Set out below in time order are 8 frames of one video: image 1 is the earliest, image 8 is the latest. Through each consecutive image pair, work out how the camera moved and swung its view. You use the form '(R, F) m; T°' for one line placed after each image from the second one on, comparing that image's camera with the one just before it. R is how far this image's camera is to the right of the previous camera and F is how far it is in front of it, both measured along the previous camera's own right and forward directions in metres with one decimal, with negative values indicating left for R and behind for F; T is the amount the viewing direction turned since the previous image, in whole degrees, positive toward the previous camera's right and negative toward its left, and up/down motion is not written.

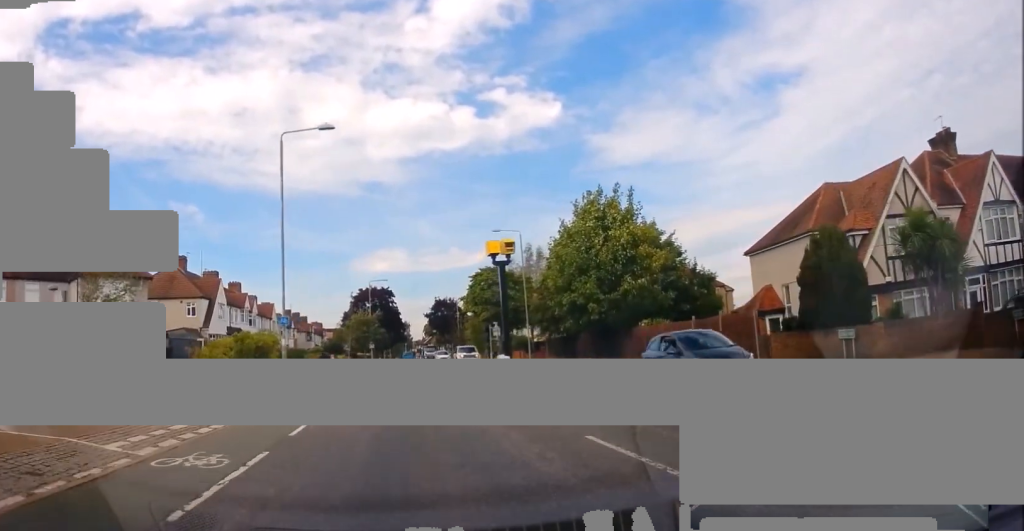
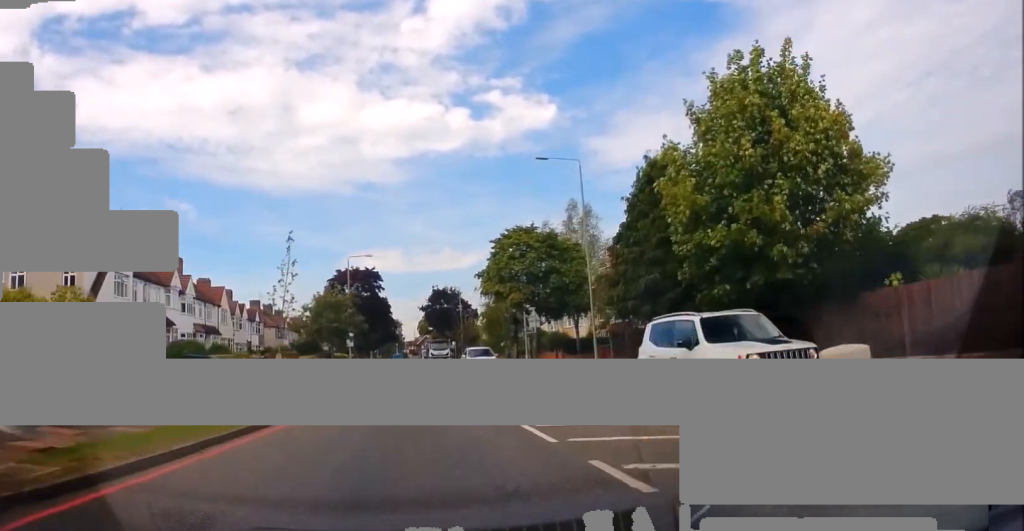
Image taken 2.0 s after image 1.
(-0.2, +20.0) m; -2°
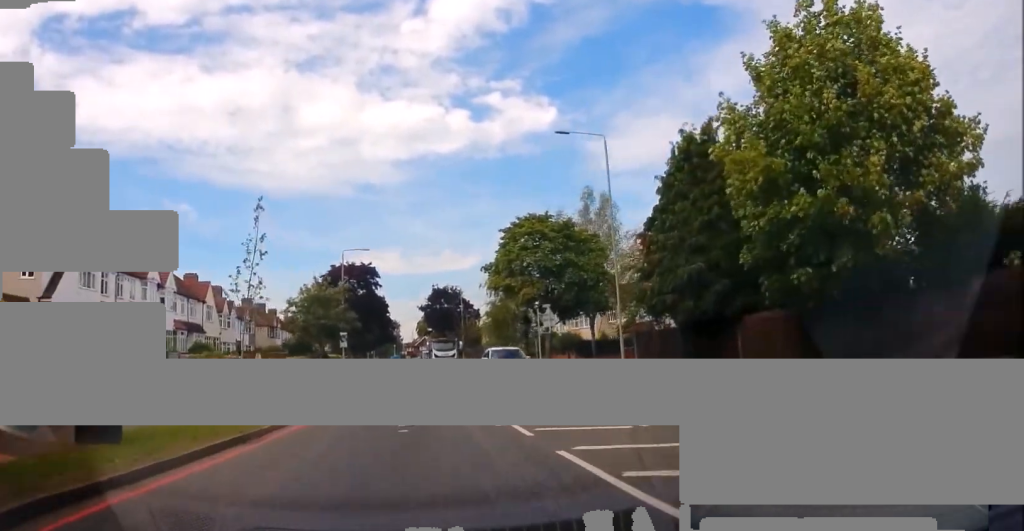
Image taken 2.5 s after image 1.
(0.0, +4.6) m; -1°
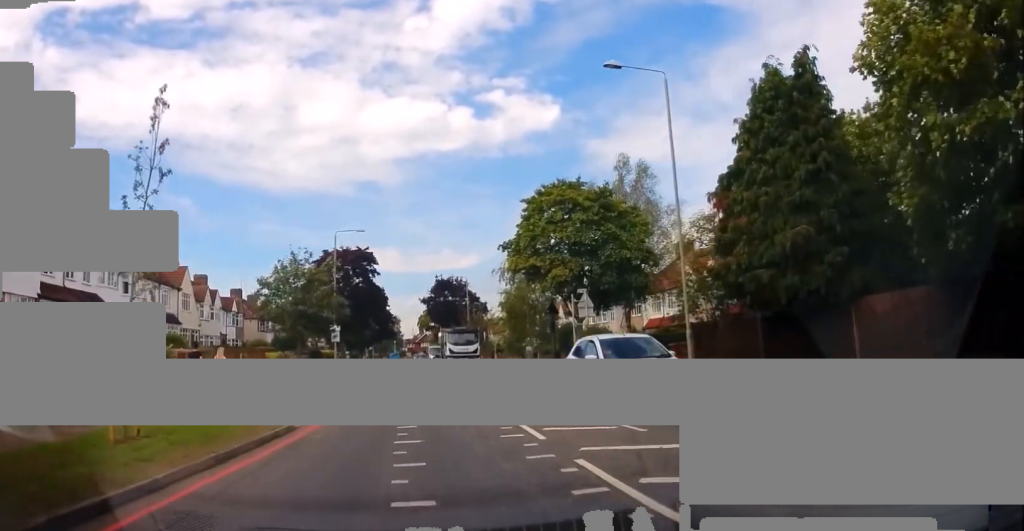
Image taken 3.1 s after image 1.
(0.0, +6.8) m; -1°
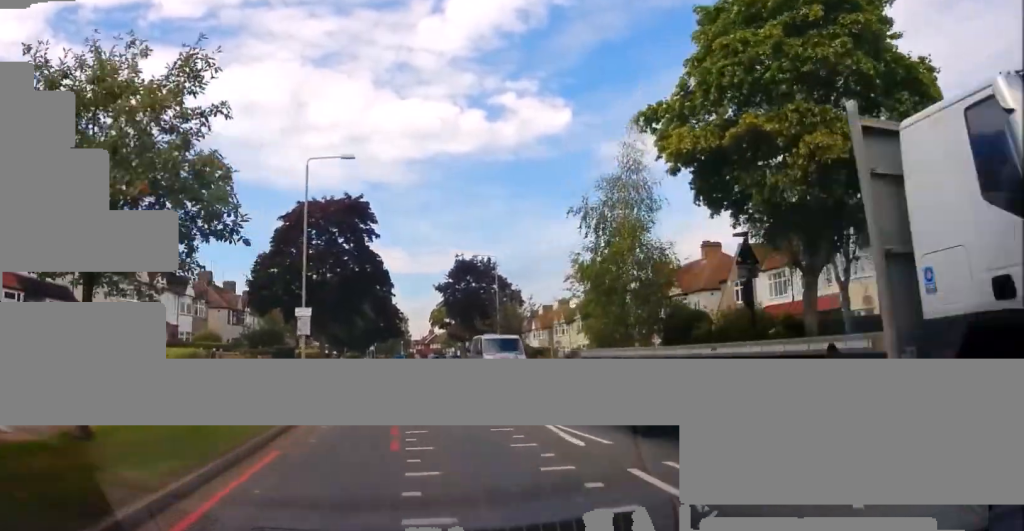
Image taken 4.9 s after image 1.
(+0.4, +18.3) m; +2°
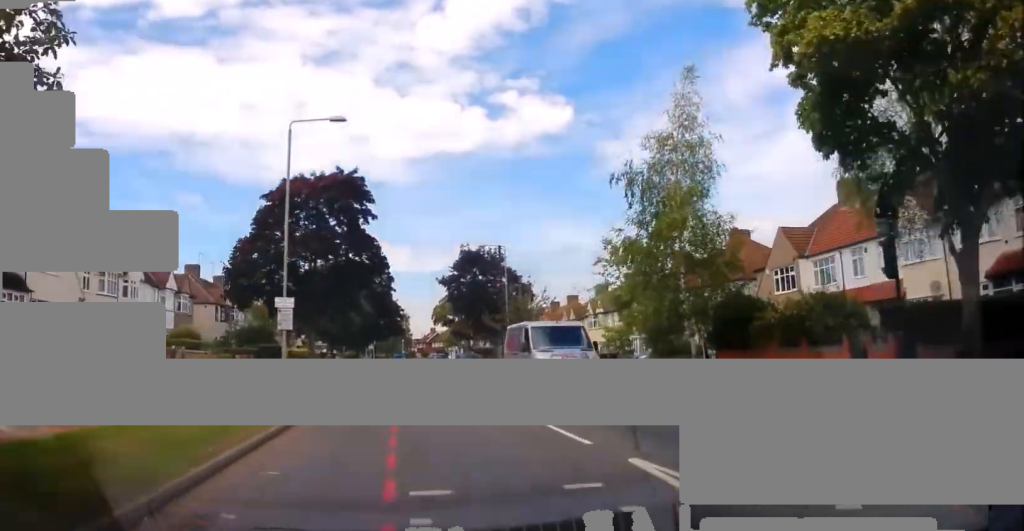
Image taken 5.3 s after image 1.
(+0.3, +4.8) m; 0°
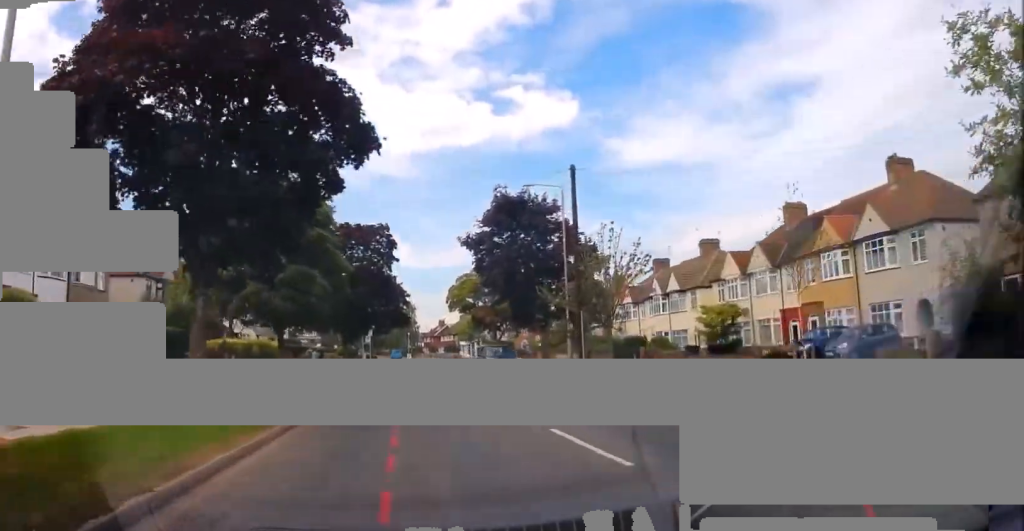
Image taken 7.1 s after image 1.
(-1.1, +19.3) m; 0°
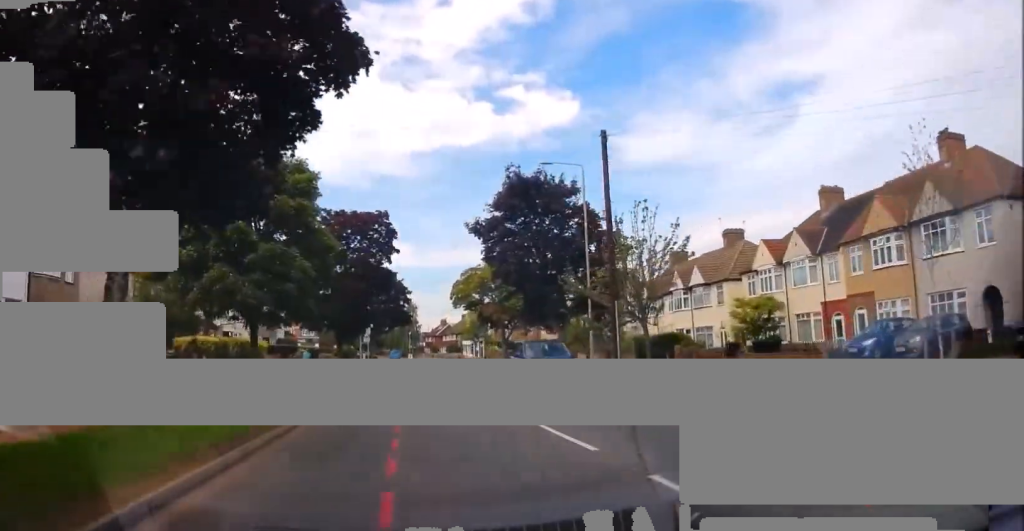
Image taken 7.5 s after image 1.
(+0.1, +4.0) m; +1°
